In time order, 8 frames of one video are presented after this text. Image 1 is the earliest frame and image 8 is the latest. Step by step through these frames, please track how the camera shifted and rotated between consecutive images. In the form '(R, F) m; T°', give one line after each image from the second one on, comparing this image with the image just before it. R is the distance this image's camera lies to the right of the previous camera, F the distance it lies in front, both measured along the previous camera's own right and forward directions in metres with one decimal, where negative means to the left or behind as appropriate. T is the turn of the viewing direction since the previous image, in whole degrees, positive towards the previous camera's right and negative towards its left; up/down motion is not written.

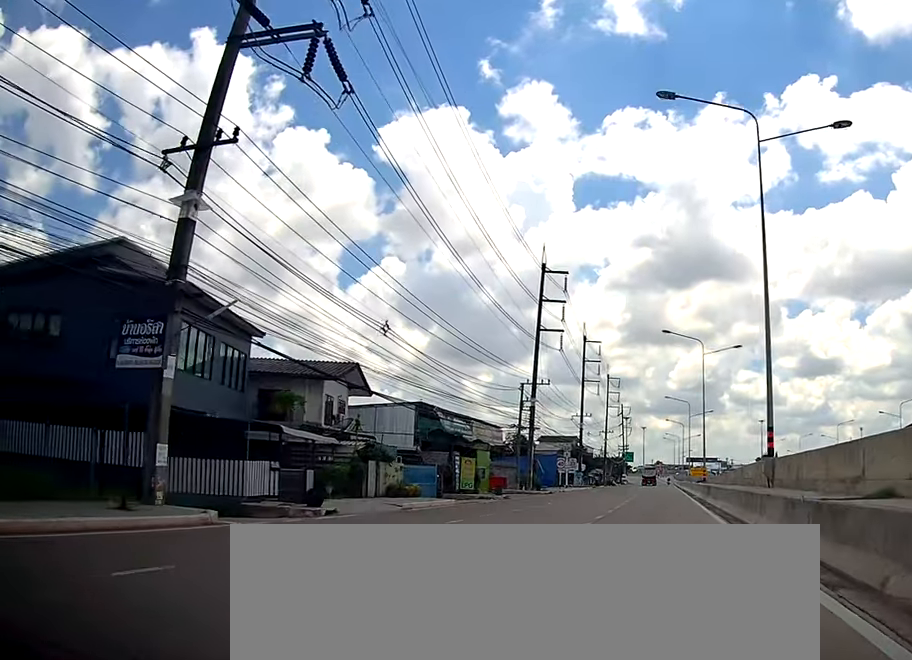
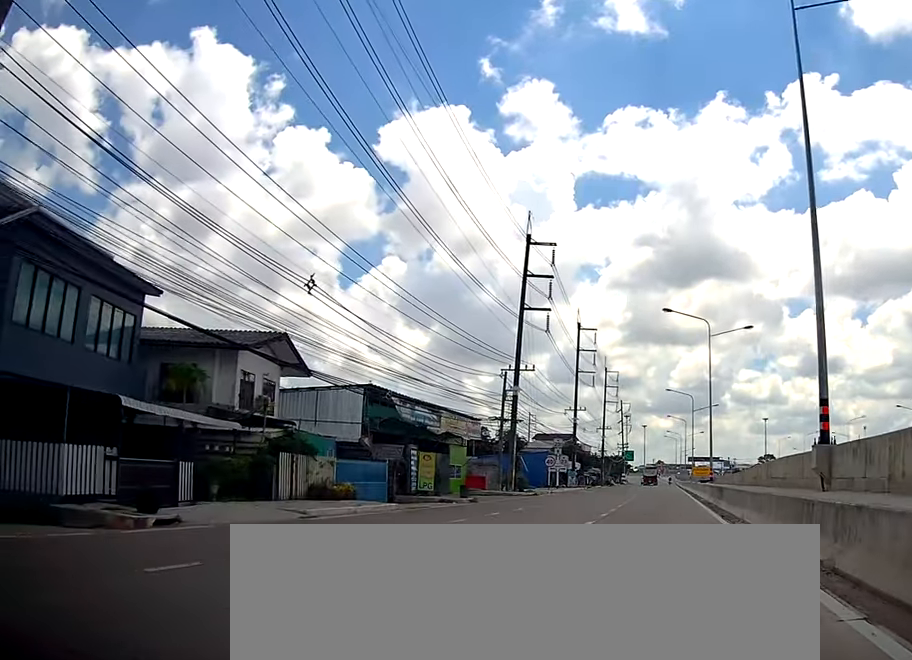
(-0.2, +7.2) m; -1°
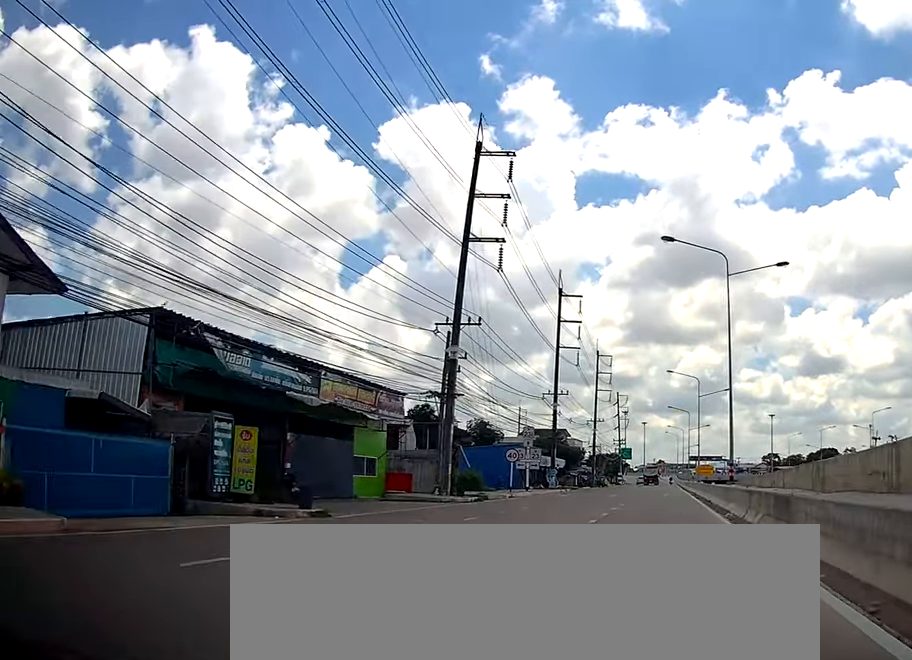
(-0.1, +15.3) m; +2°
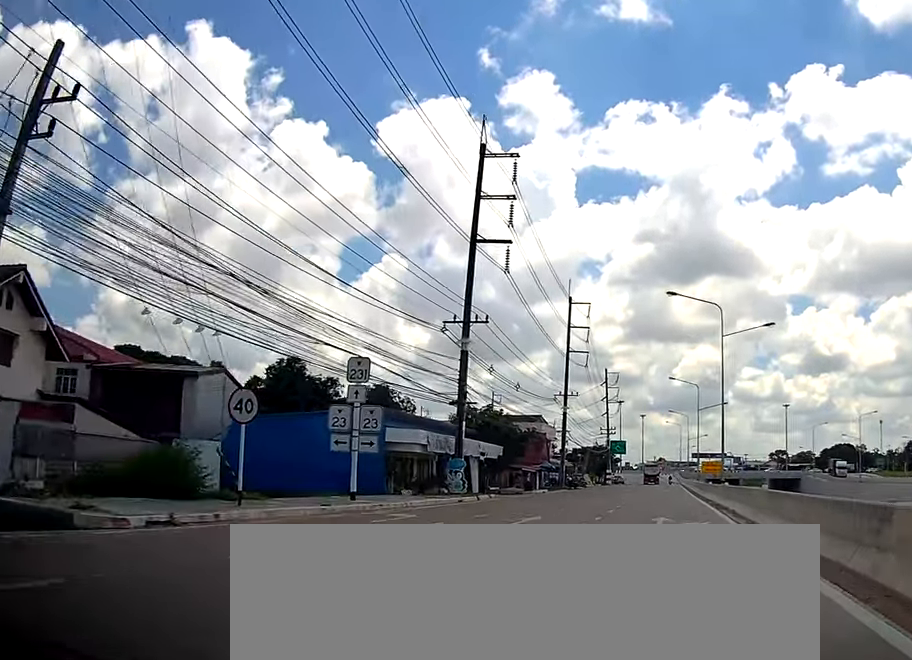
(+1.1, +31.2) m; 0°
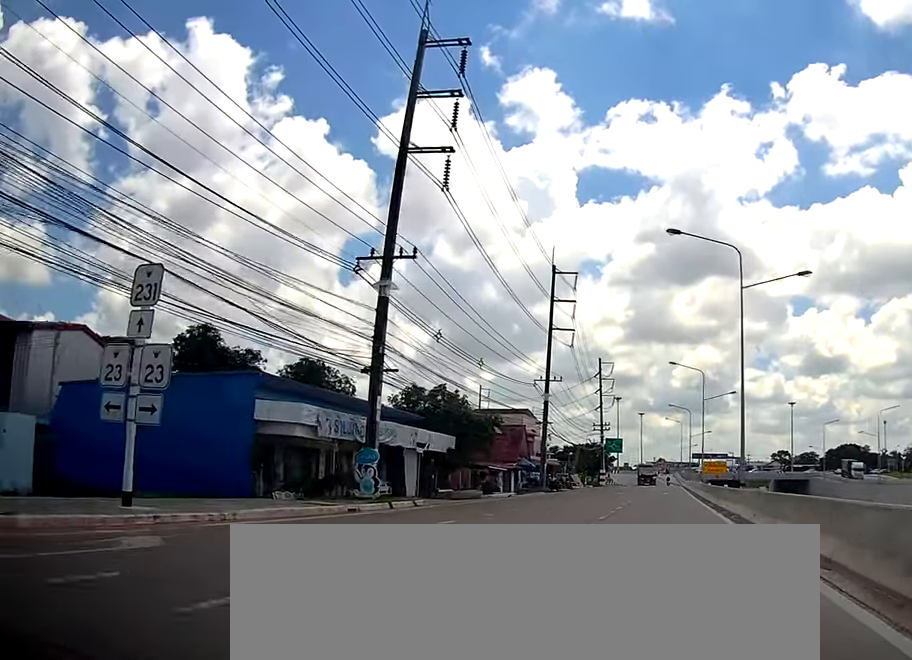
(-0.4, +11.5) m; 0°
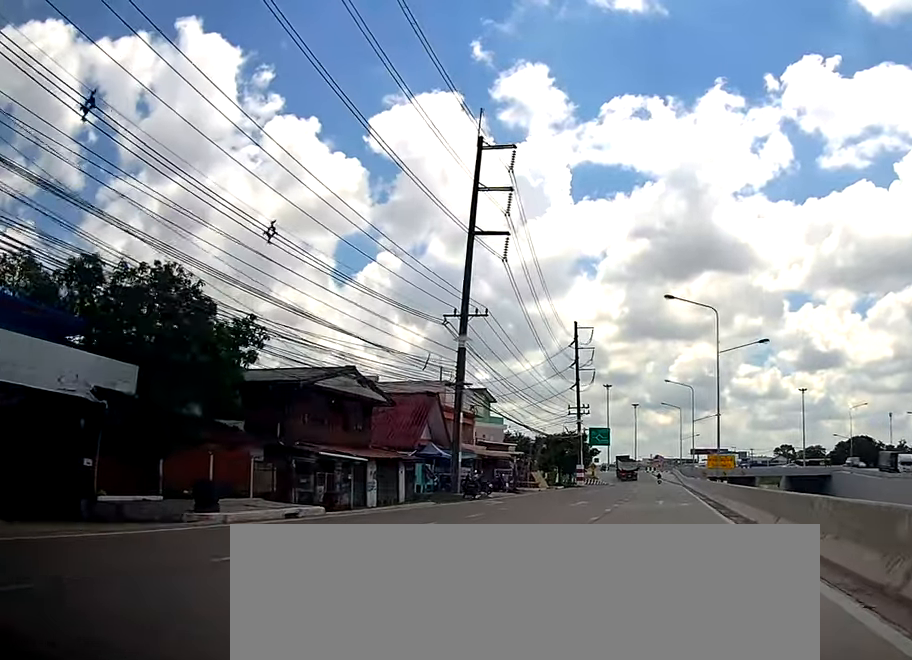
(+0.5, +25.1) m; +3°
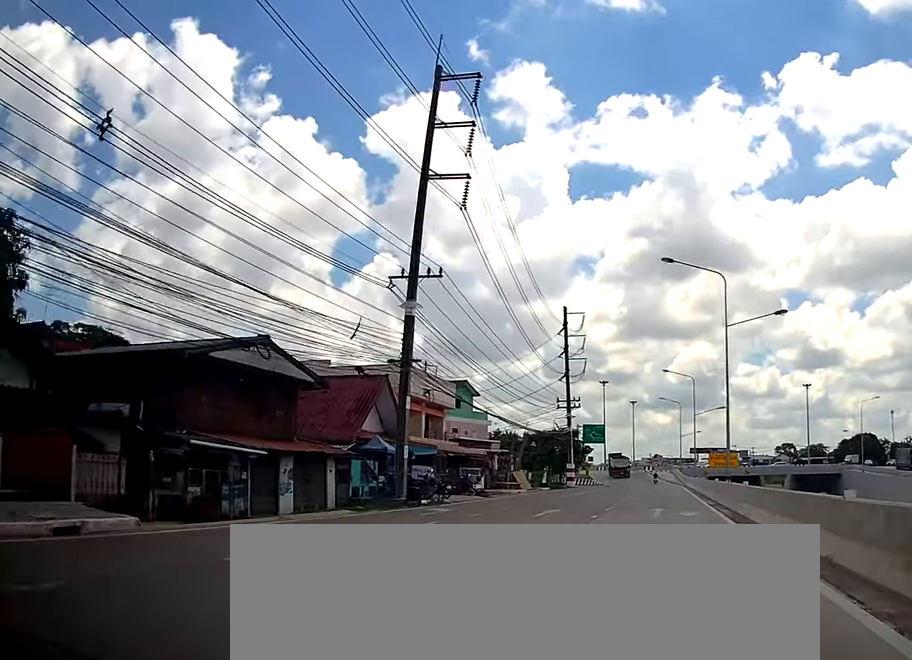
(+0.1, +7.7) m; -1°
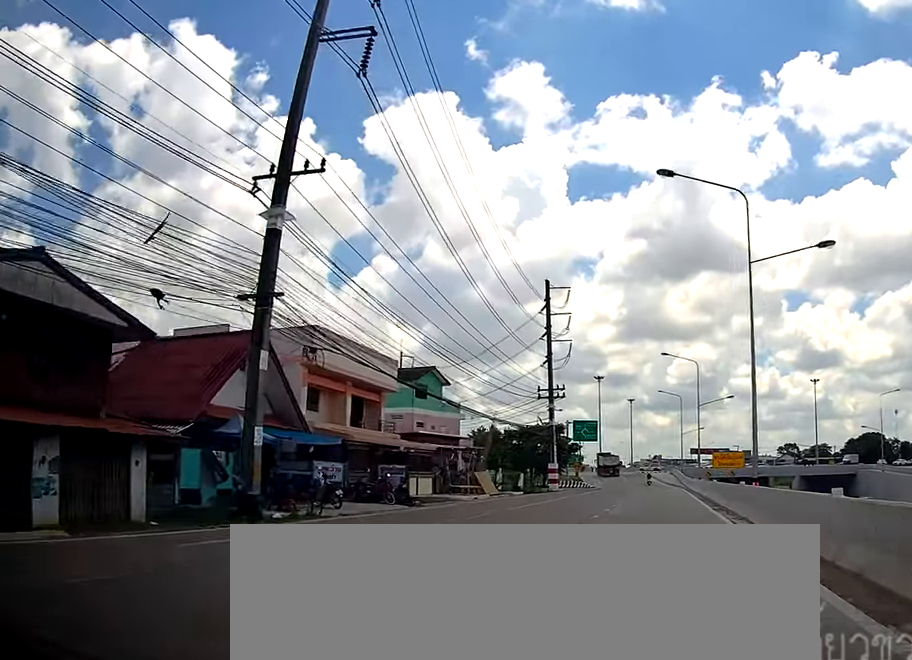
(-0.1, +11.4) m; -1°
